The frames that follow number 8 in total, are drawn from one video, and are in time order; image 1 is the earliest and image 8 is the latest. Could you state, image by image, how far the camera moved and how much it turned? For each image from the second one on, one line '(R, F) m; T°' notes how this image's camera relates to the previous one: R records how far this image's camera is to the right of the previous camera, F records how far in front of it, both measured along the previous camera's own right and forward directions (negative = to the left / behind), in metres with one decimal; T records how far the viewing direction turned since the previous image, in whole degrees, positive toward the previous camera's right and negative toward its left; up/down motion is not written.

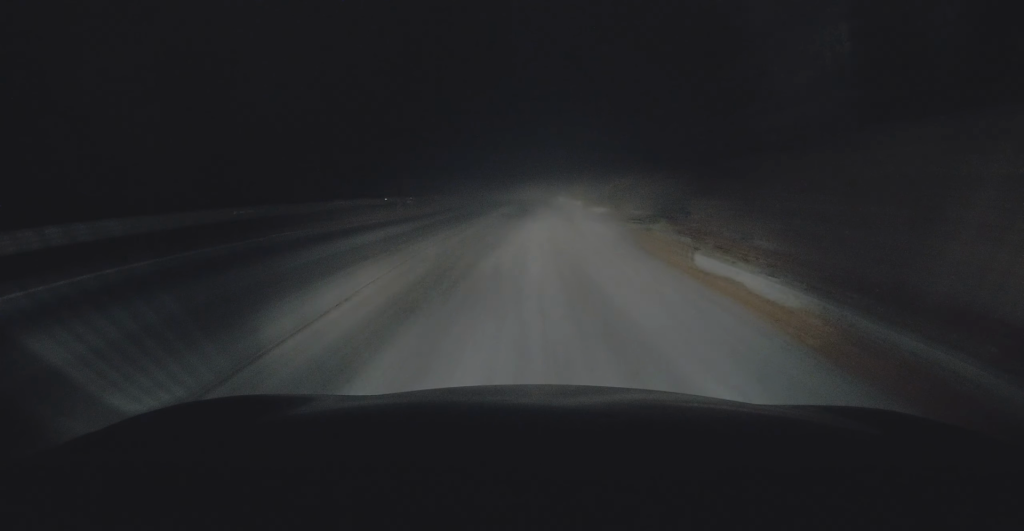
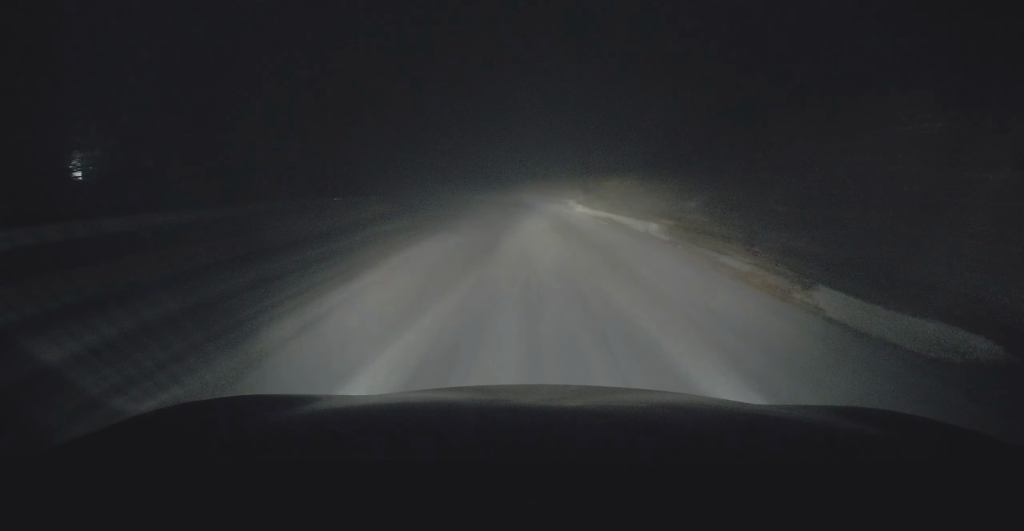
(+0.8, +27.2) m; +2°
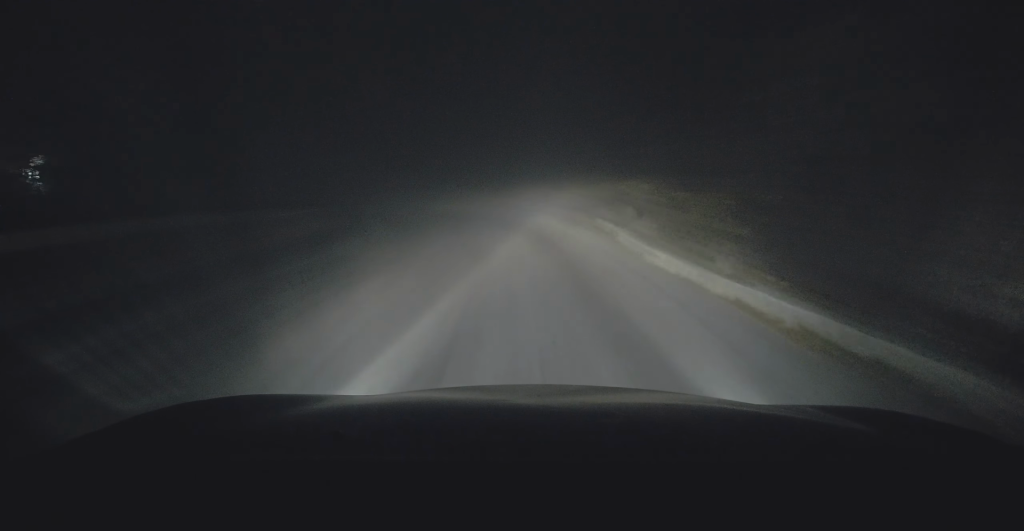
(-0.3, +12.7) m; -2°
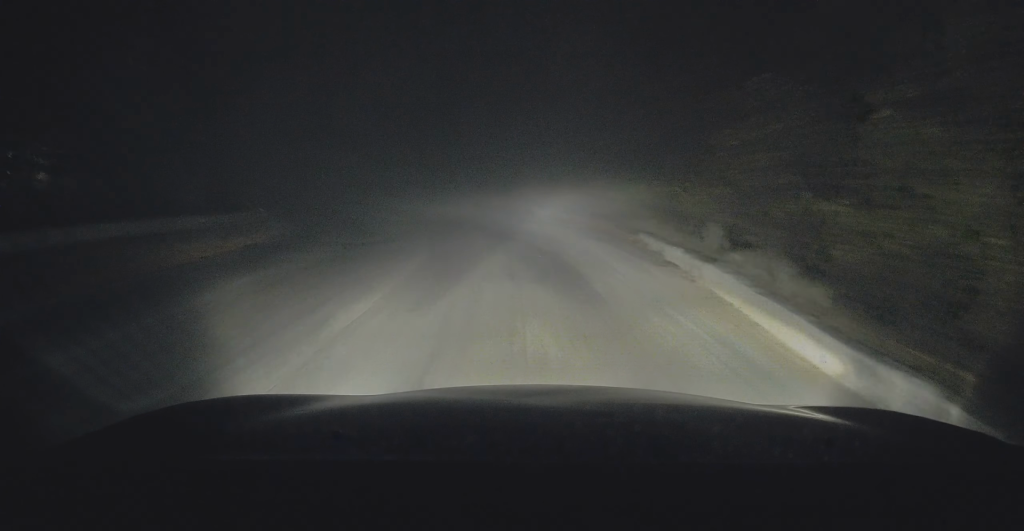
(0.0, +6.0) m; 0°
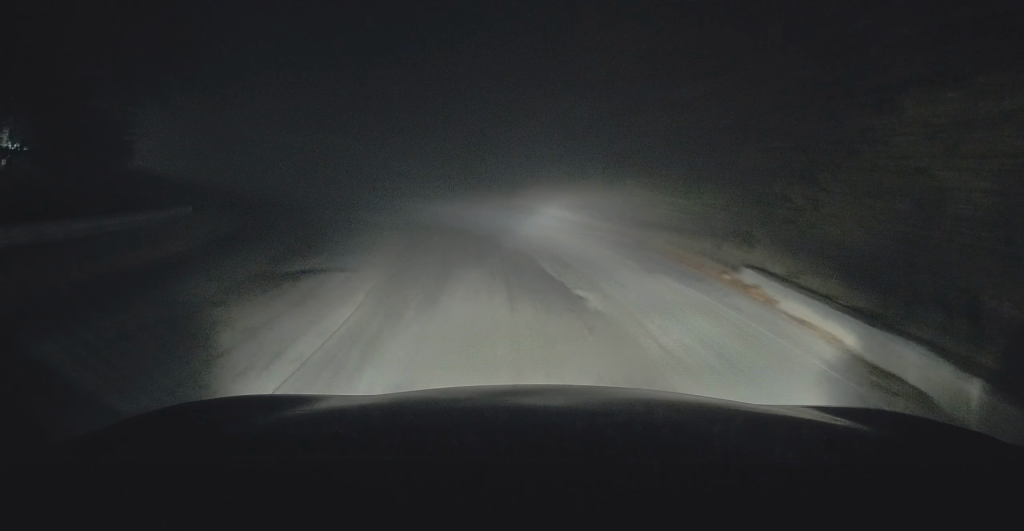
(0.0, +6.0) m; -2°
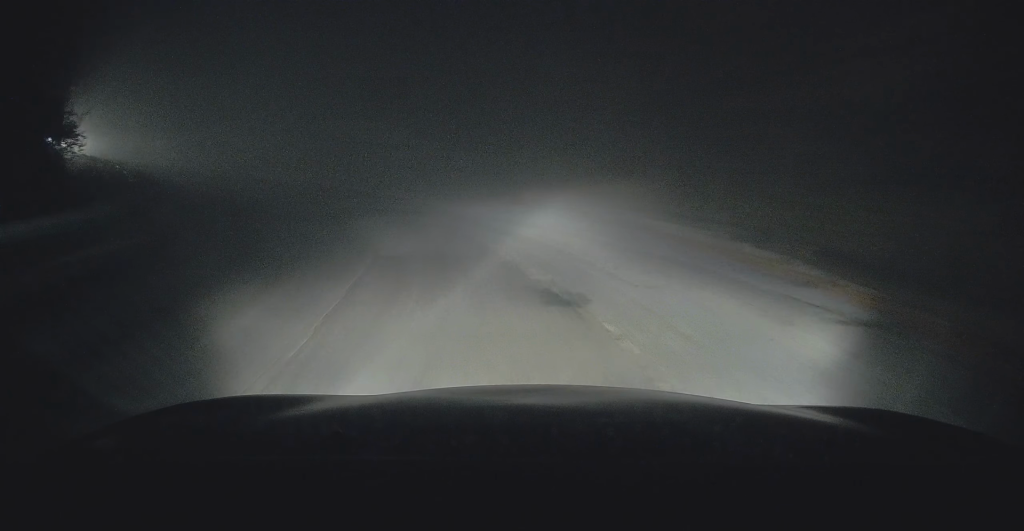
(-0.1, +8.2) m; -4°
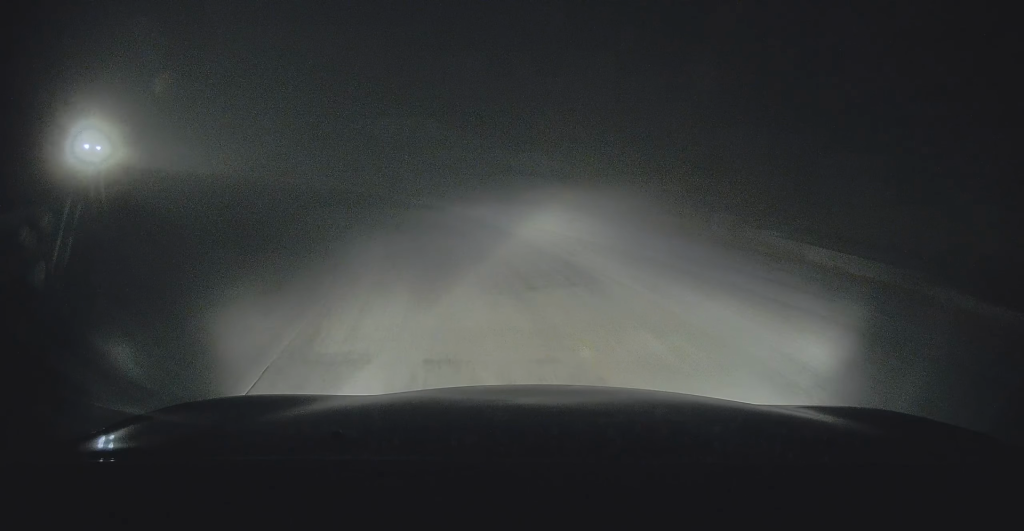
(-0.4, +5.4) m; -3°
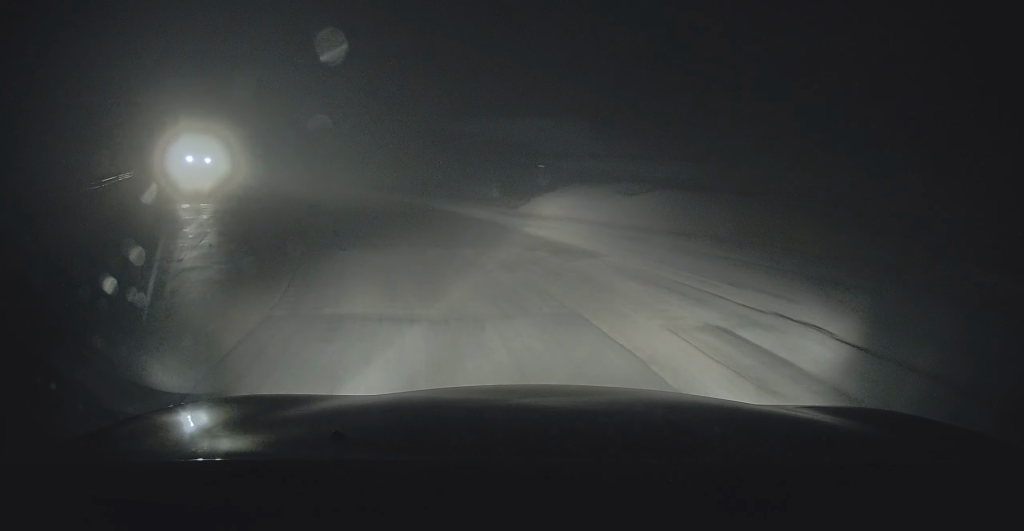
(-0.1, +8.7) m; -9°
